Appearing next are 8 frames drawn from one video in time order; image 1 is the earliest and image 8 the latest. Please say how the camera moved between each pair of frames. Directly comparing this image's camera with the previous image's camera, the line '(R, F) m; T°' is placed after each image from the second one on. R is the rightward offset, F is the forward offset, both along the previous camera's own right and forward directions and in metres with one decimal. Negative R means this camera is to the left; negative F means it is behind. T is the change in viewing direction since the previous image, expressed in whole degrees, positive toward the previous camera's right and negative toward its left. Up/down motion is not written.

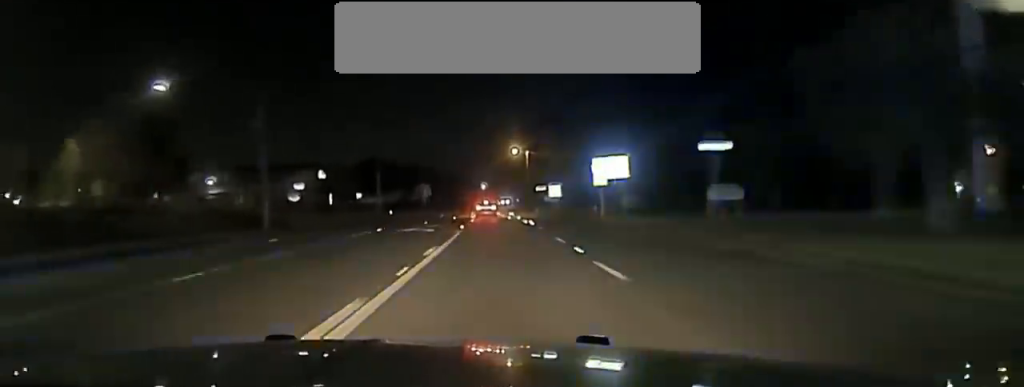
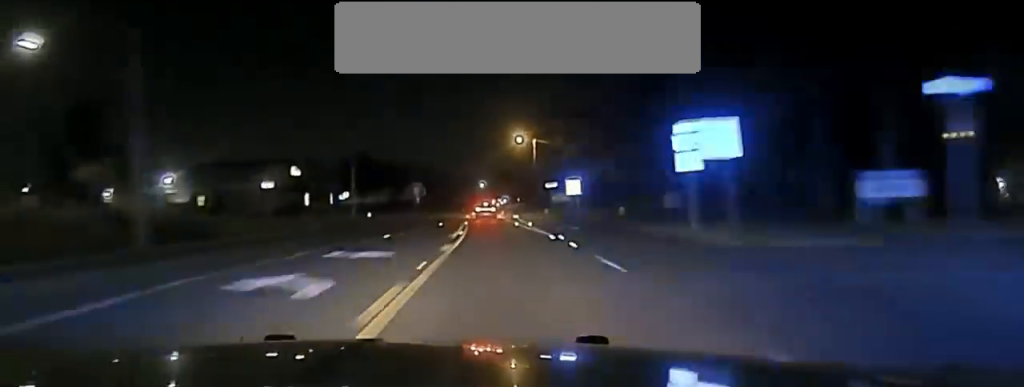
(-0.1, +21.2) m; 0°
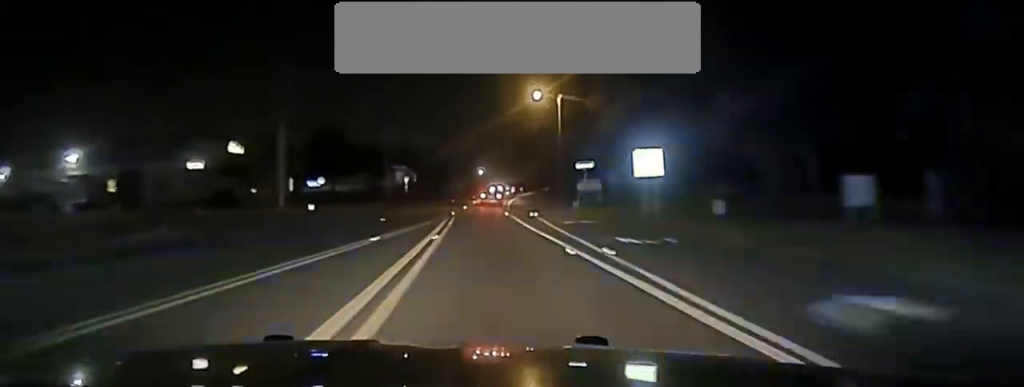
(0.0, +36.0) m; 0°
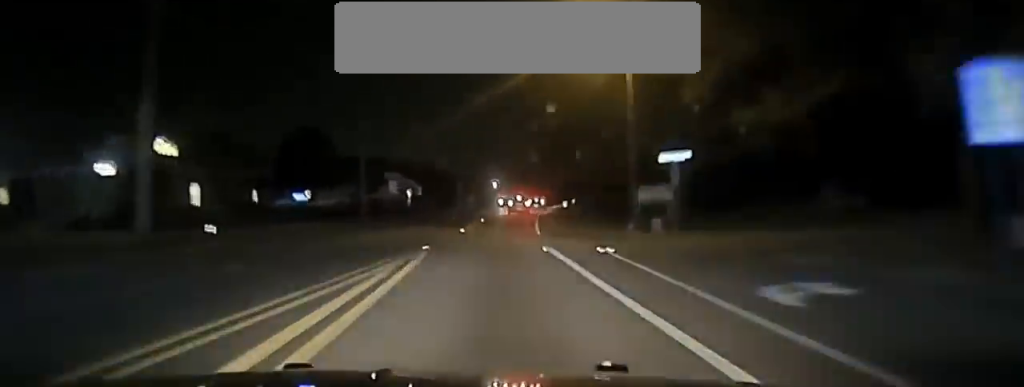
(+0.1, +30.1) m; +1°
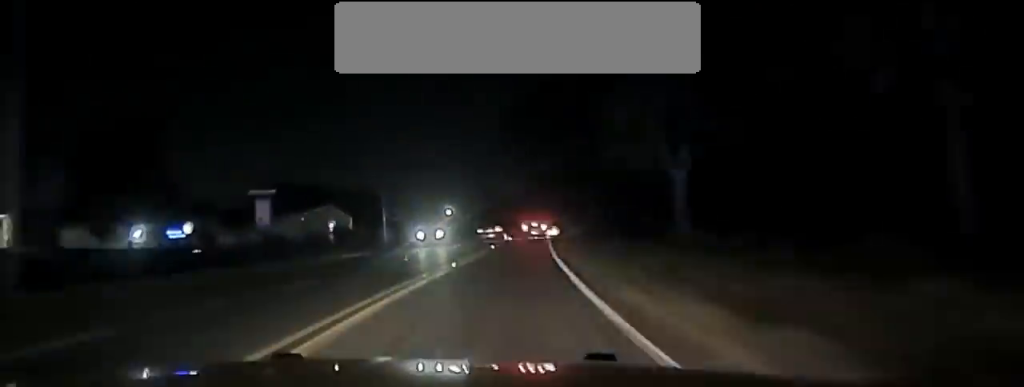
(+0.9, +50.9) m; +2°
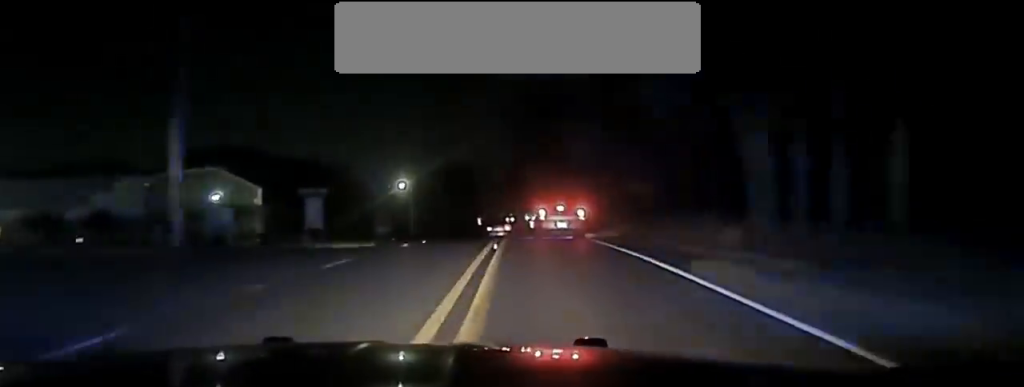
(+0.5, +52.0) m; +2°
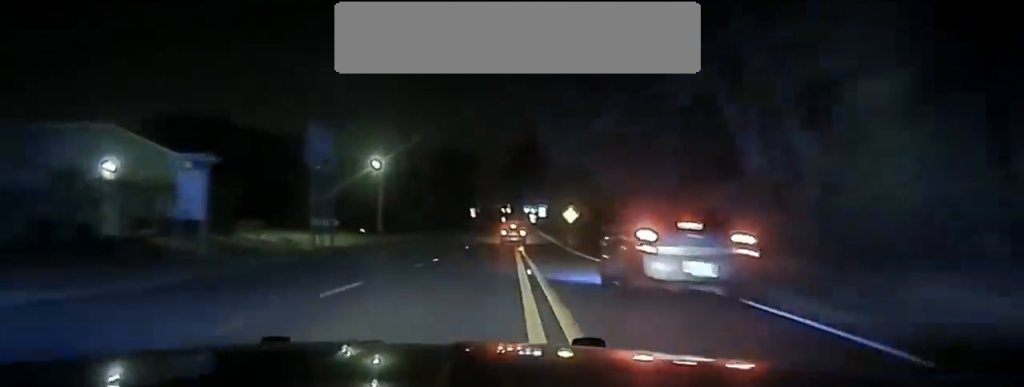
(+0.4, +28.7) m; +1°
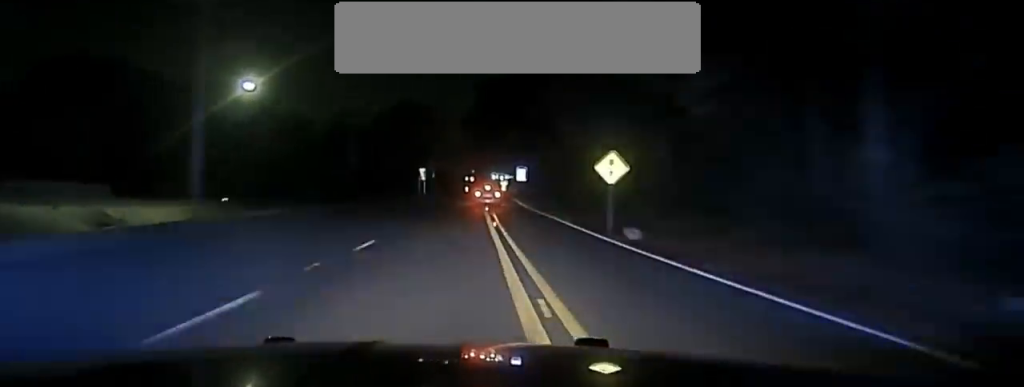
(+0.8, +43.7) m; +1°
